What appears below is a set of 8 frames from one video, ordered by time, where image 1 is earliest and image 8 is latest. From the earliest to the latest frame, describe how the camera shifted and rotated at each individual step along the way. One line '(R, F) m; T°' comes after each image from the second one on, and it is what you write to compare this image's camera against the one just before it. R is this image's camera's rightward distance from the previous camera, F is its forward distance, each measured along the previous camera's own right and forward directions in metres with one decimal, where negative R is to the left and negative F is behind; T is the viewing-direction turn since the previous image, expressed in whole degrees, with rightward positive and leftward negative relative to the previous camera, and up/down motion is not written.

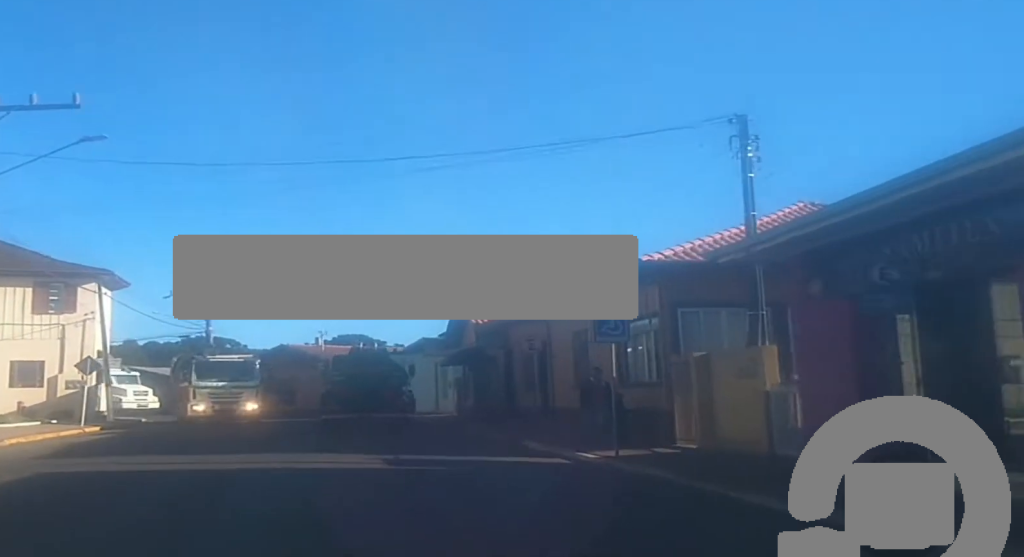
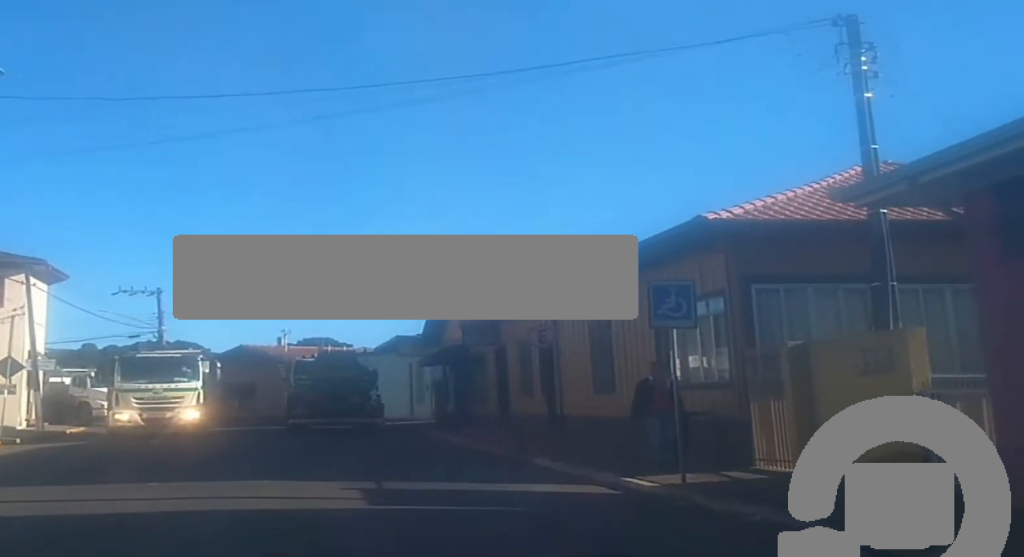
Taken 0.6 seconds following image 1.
(0.0, +3.8) m; 0°
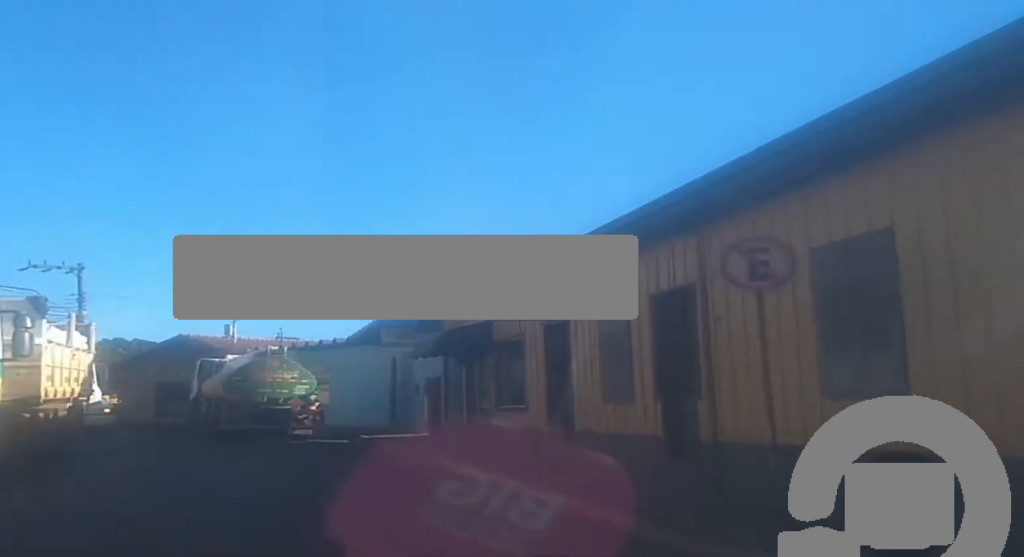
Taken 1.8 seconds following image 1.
(0.0, +8.6) m; 0°
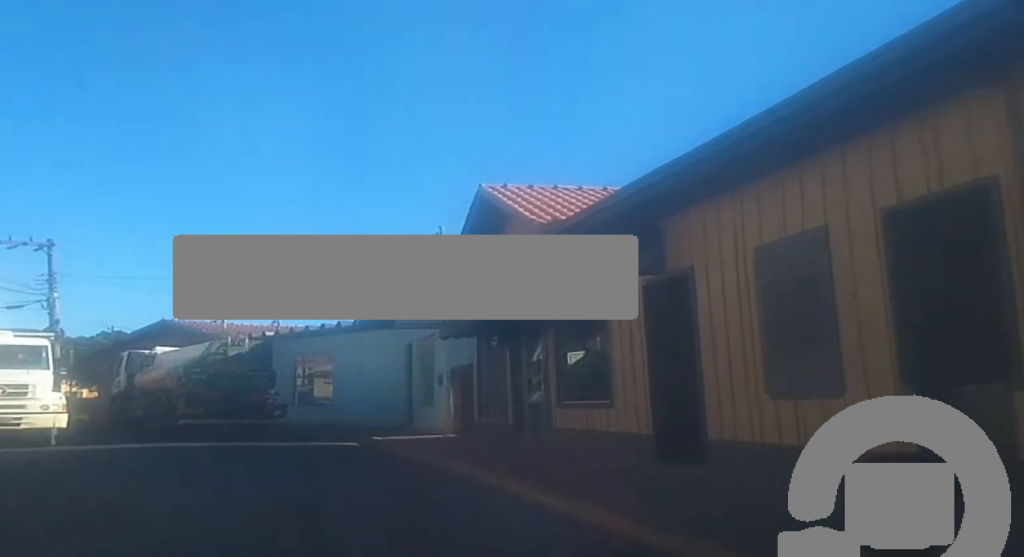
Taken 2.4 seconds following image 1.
(0.0, +5.0) m; 0°
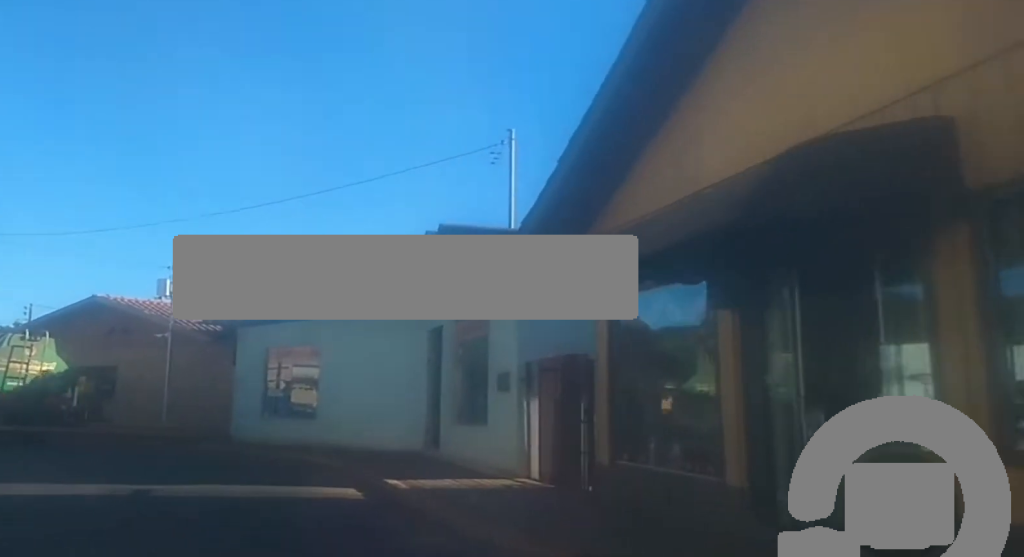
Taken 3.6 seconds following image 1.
(0.0, +9.5) m; -1°
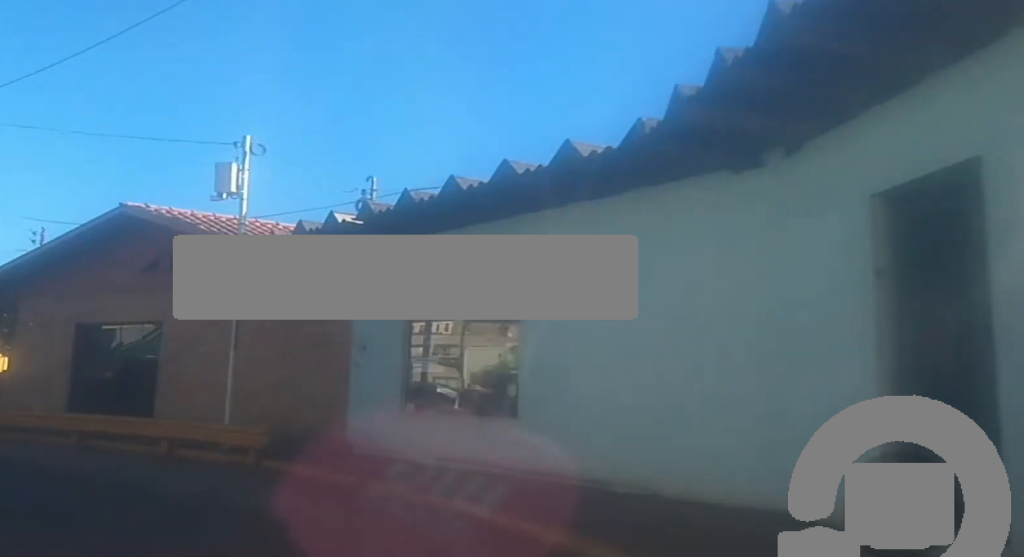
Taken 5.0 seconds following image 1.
(-0.4, +11.6) m; -5°
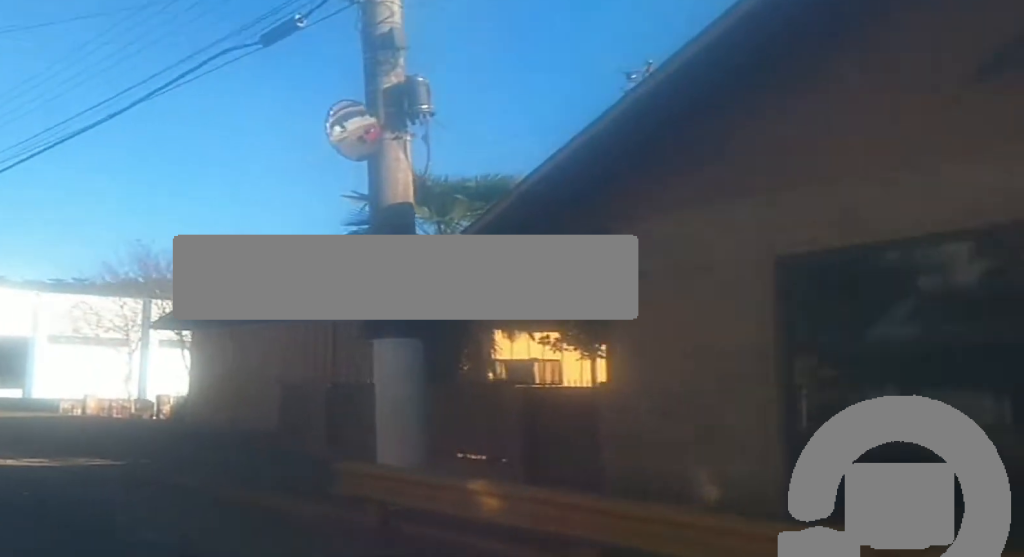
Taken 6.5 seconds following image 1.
(-1.3, +12.2) m; -19°
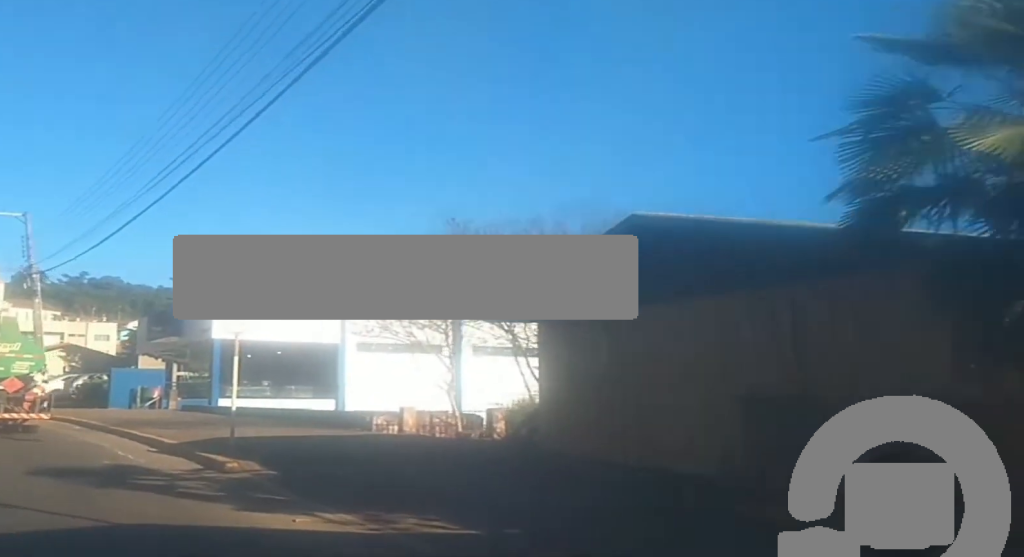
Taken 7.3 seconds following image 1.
(-0.8, +5.7) m; -13°
